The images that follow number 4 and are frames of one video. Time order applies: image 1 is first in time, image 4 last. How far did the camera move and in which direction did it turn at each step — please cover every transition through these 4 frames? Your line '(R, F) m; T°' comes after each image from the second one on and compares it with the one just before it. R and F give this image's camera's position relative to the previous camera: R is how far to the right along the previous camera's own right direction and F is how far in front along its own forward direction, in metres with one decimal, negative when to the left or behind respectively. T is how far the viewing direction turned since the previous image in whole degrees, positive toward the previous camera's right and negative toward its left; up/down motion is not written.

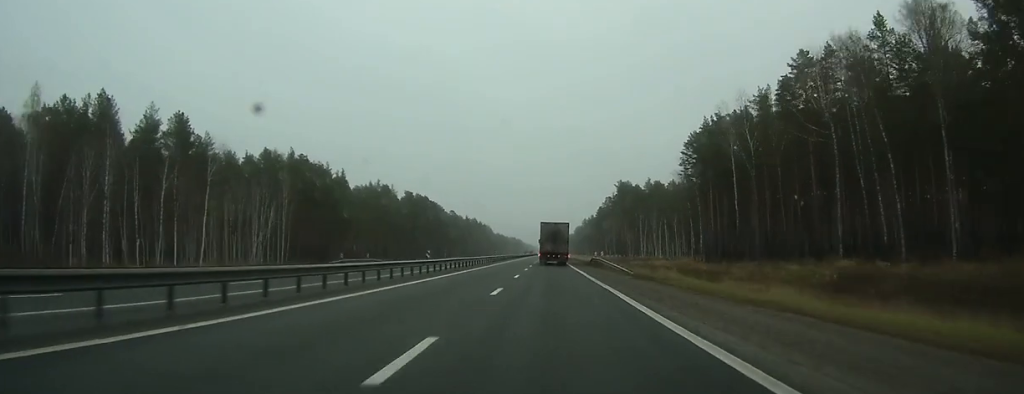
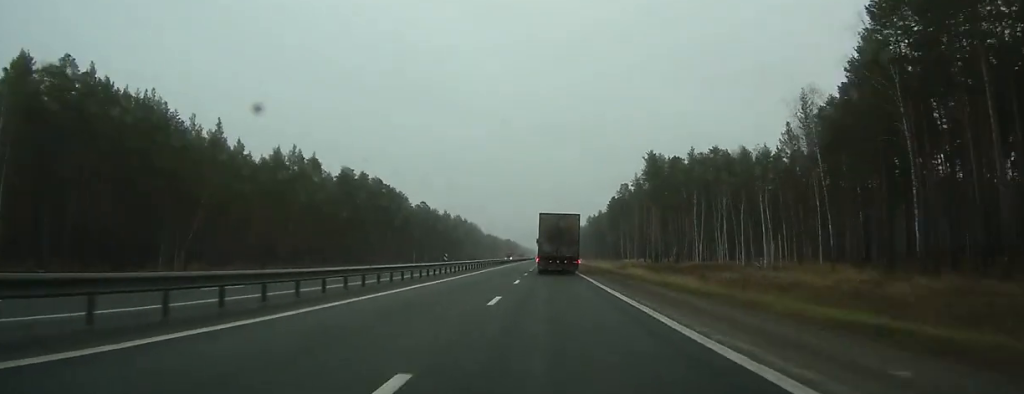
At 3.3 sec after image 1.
(+0.8, +78.2) m; +1°
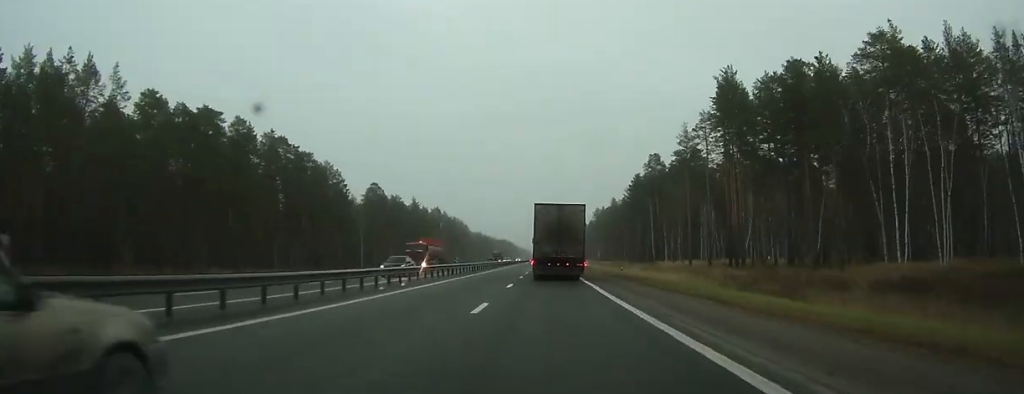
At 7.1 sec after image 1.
(-0.3, +78.4) m; -1°
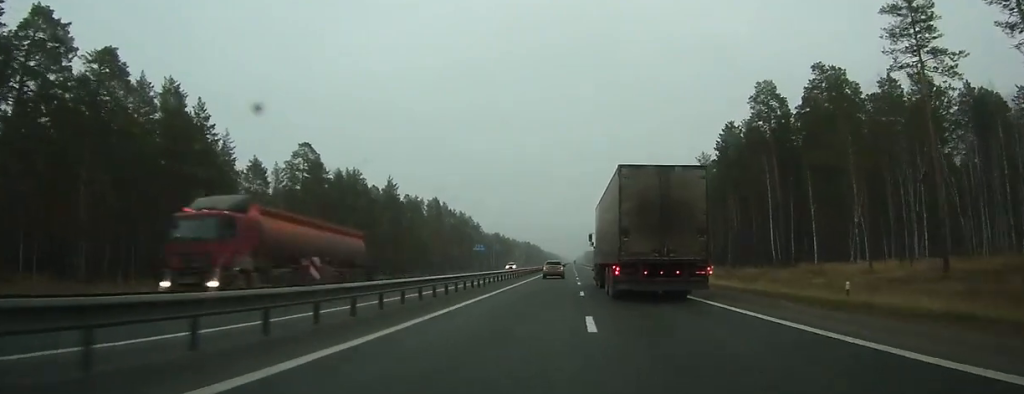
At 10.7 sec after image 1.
(-1.0, +73.7) m; -1°
